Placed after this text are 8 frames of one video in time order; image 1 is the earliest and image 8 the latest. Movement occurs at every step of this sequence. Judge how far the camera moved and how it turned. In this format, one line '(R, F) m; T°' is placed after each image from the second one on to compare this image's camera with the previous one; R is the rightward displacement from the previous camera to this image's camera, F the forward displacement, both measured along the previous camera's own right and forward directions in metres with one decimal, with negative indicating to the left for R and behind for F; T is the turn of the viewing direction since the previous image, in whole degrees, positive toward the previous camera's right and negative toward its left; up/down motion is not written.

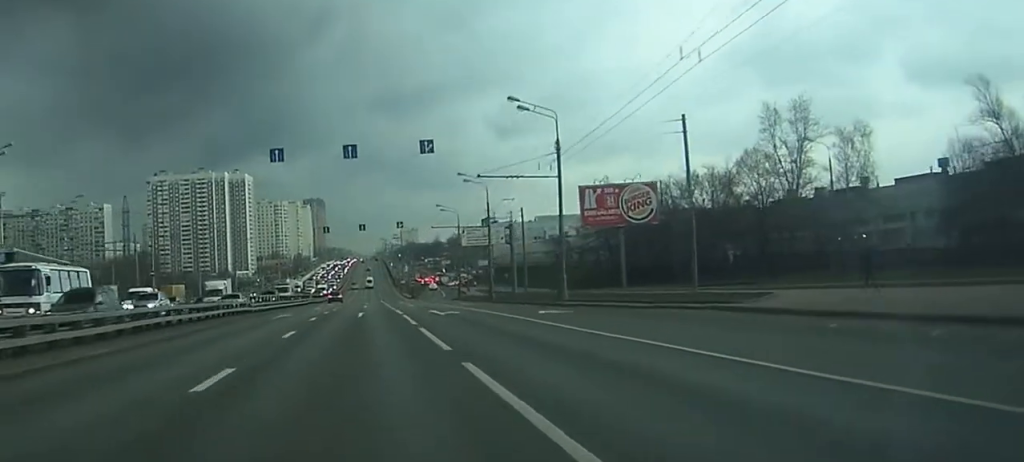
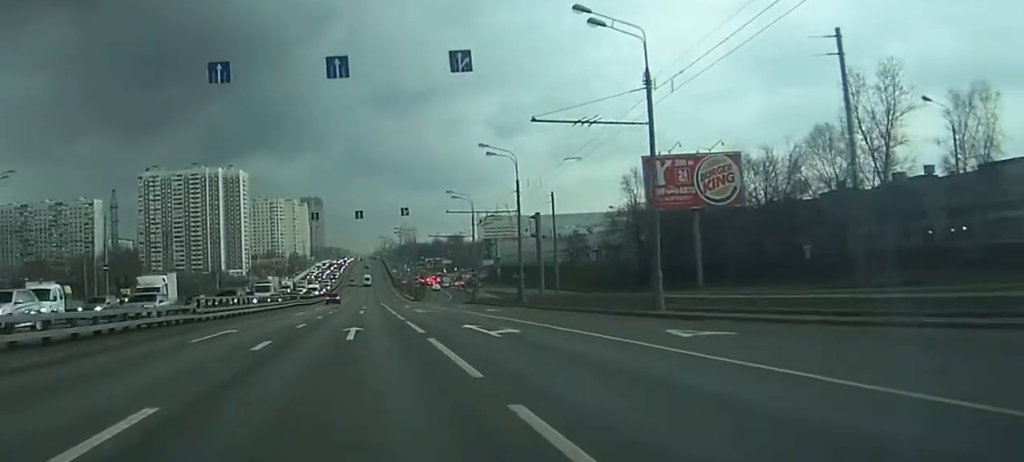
(-0.1, +17.0) m; 0°
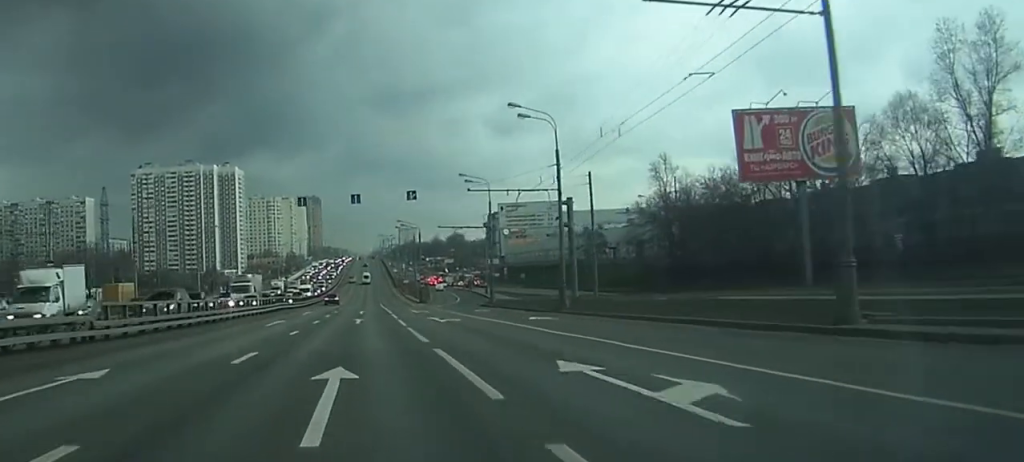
(0.0, +14.0) m; 0°
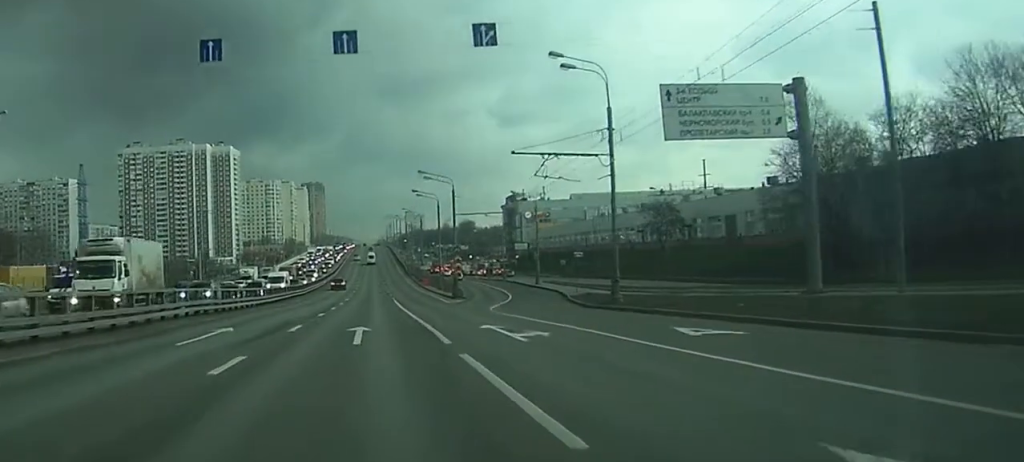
(+0.3, +38.2) m; 0°
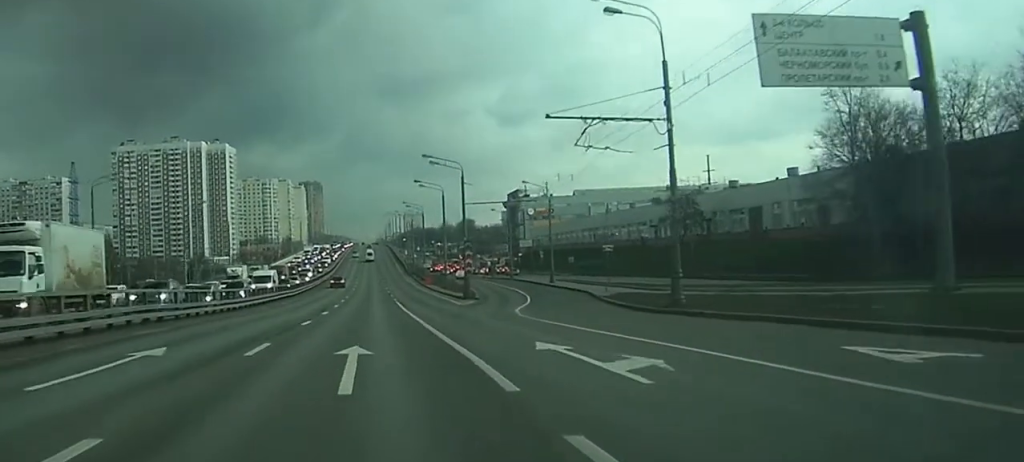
(0.0, +8.4) m; 0°
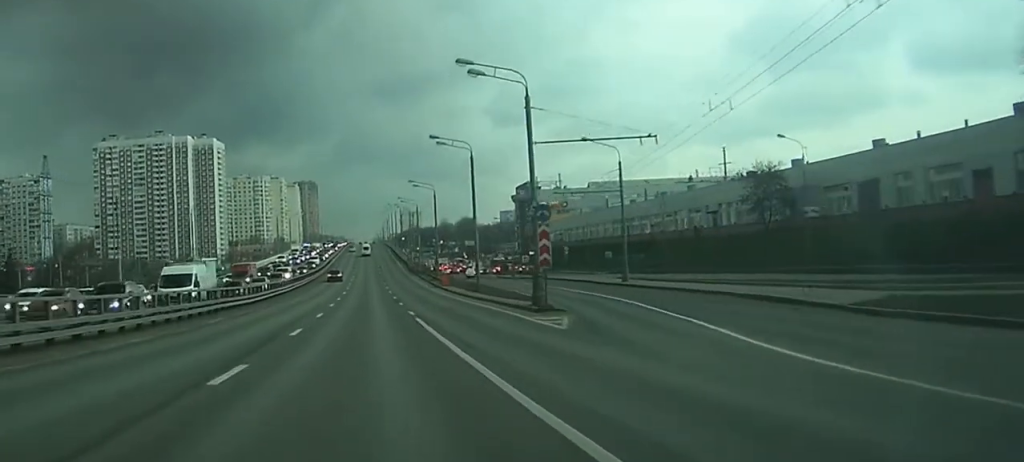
(-0.2, +27.3) m; -1°
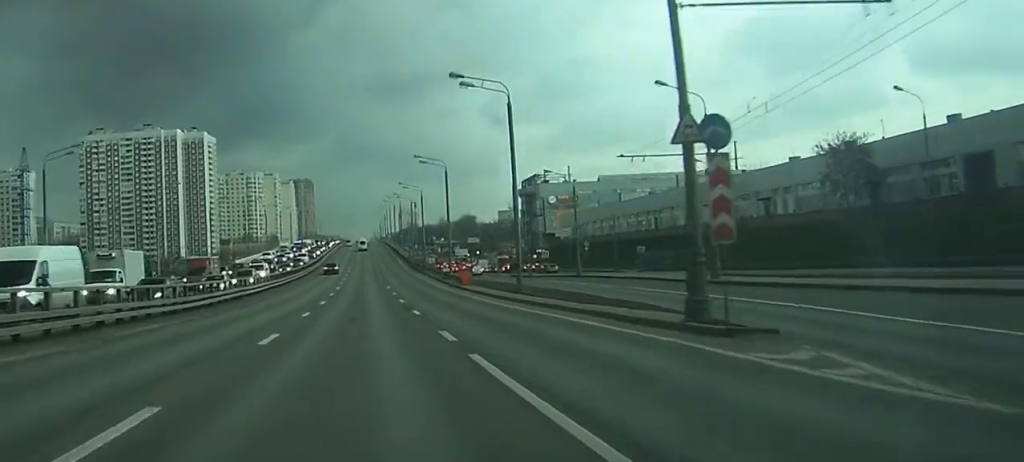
(-0.1, +17.7) m; 0°
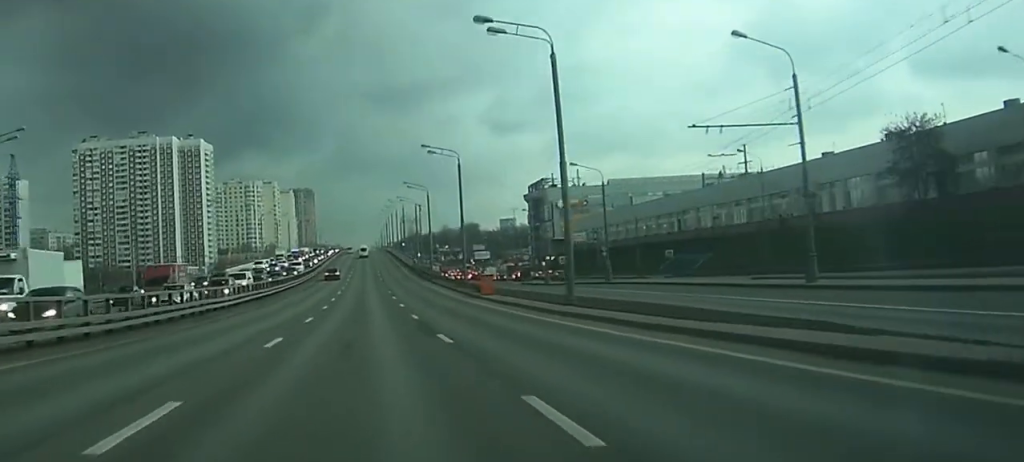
(0.0, +10.7) m; 0°
